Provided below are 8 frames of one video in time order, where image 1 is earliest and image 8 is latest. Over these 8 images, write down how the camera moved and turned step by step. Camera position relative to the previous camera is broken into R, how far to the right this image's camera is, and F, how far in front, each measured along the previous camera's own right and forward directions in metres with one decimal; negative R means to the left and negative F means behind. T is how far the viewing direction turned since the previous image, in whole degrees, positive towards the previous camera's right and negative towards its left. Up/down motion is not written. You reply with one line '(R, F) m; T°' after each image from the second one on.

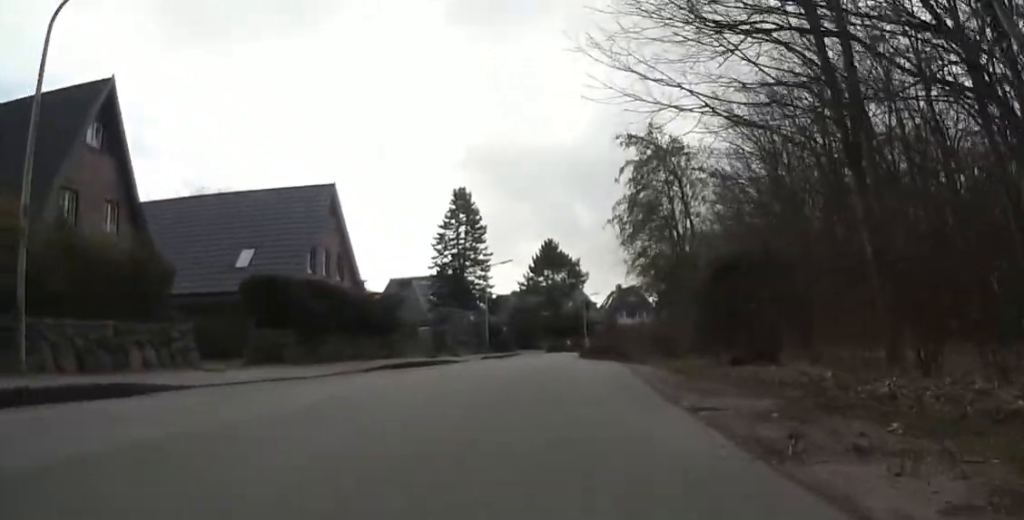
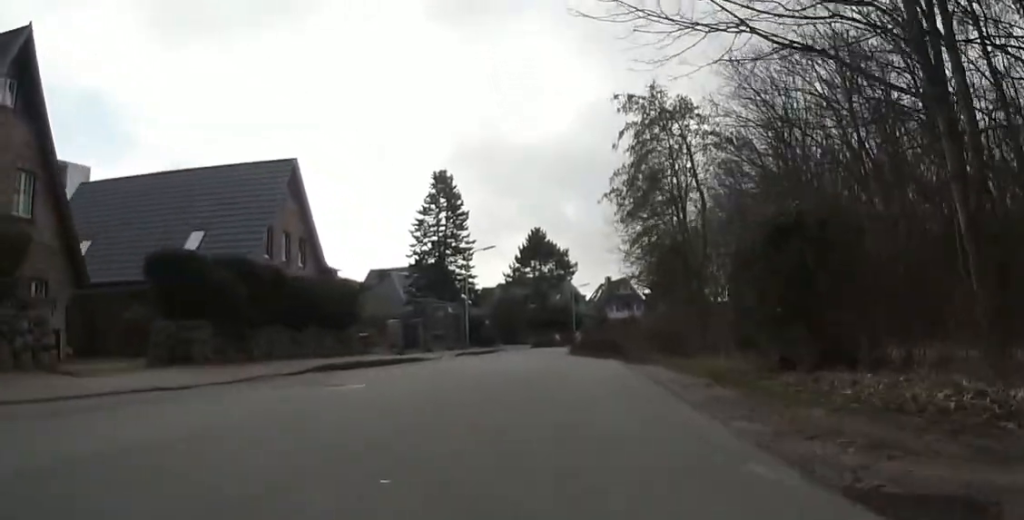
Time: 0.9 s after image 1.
(-0.3, +3.9) m; +1°
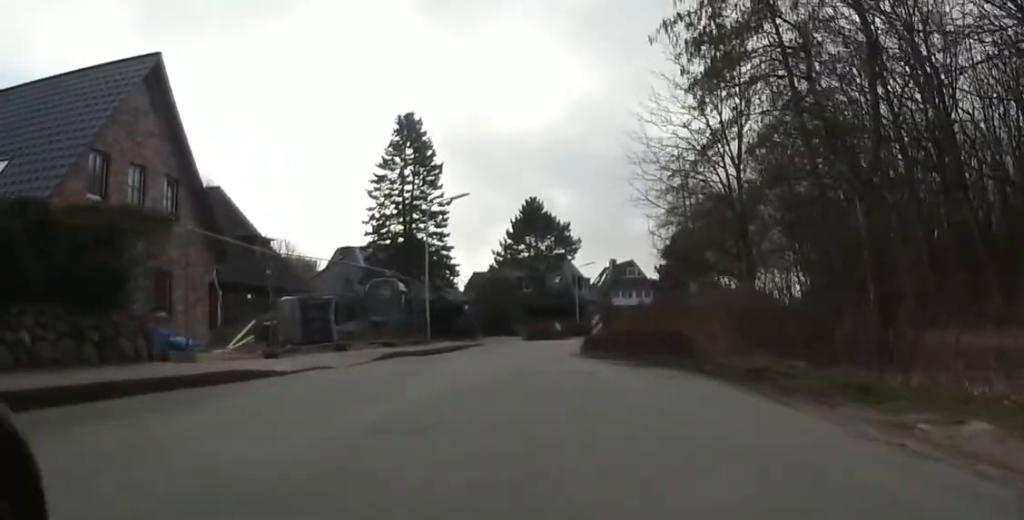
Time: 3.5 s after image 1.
(+2.5, +13.0) m; +12°
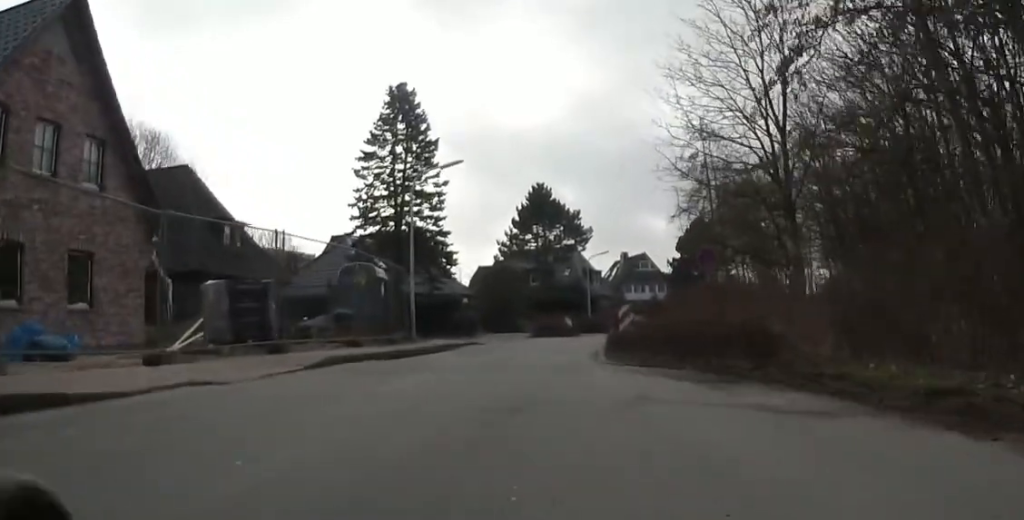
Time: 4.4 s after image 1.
(-0.4, +5.4) m; 0°
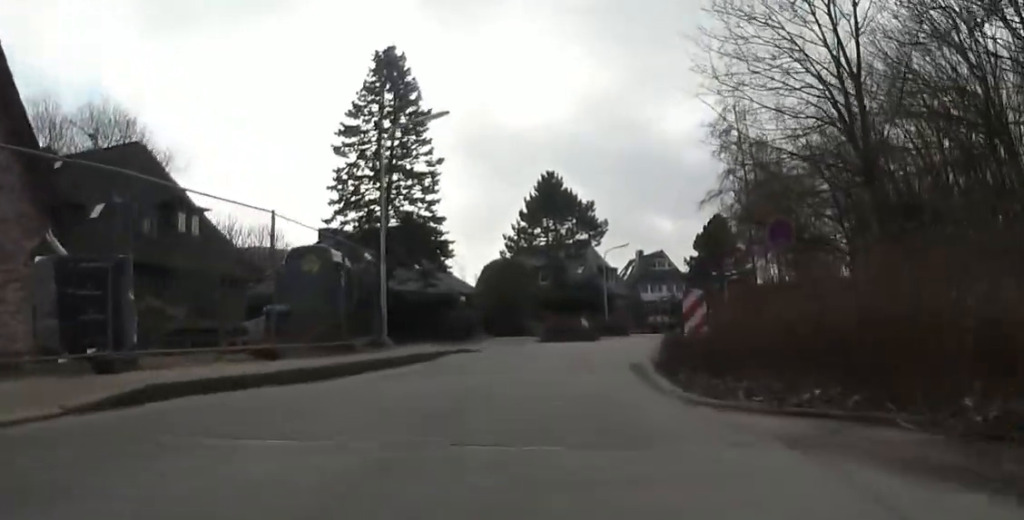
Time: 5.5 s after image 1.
(+0.3, +5.8) m; -1°
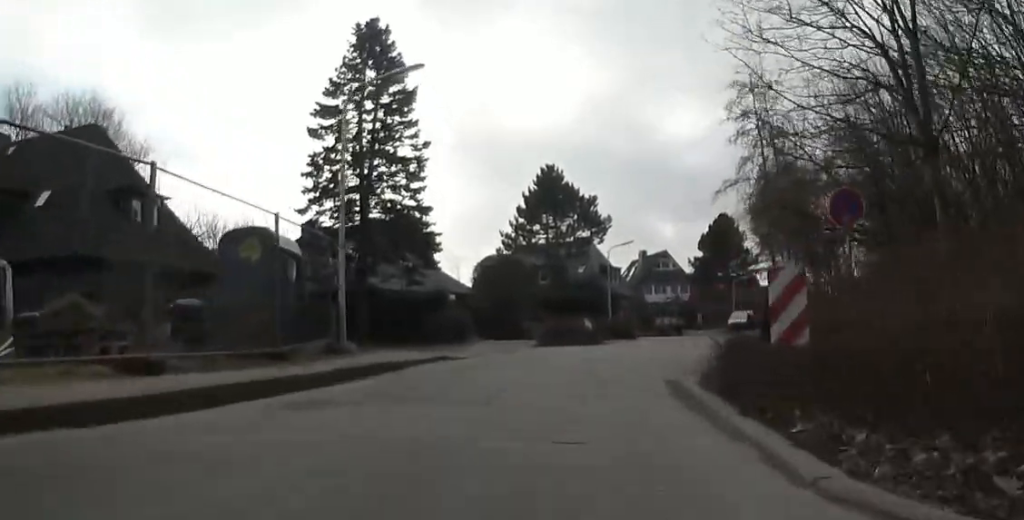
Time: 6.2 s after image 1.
(0.0, +3.5) m; 0°
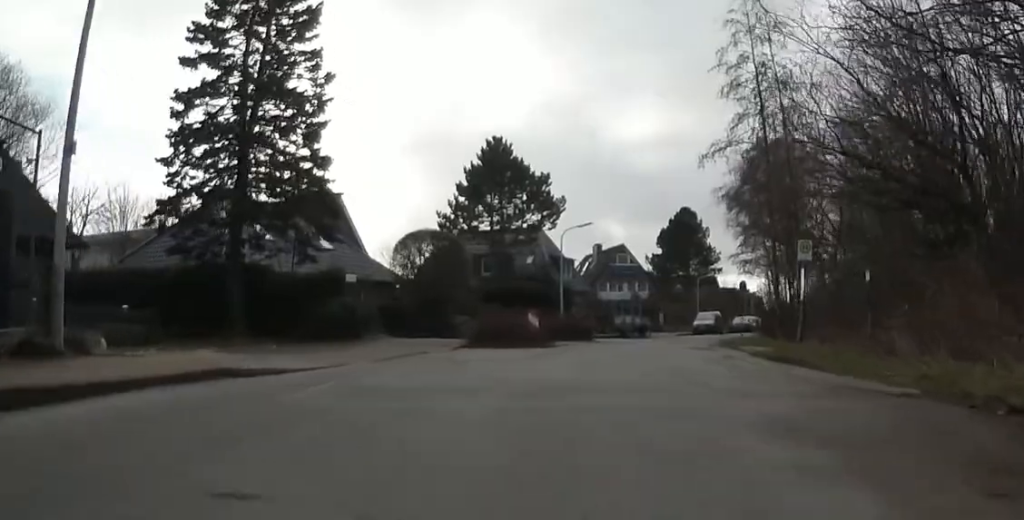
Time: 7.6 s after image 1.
(-0.3, +7.4) m; +6°
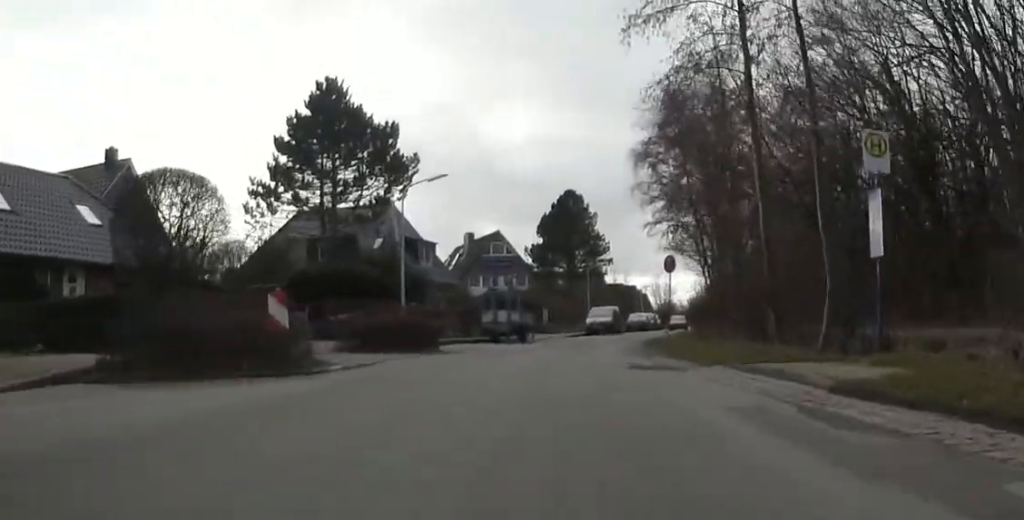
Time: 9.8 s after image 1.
(+2.2, +11.7) m; +11°
